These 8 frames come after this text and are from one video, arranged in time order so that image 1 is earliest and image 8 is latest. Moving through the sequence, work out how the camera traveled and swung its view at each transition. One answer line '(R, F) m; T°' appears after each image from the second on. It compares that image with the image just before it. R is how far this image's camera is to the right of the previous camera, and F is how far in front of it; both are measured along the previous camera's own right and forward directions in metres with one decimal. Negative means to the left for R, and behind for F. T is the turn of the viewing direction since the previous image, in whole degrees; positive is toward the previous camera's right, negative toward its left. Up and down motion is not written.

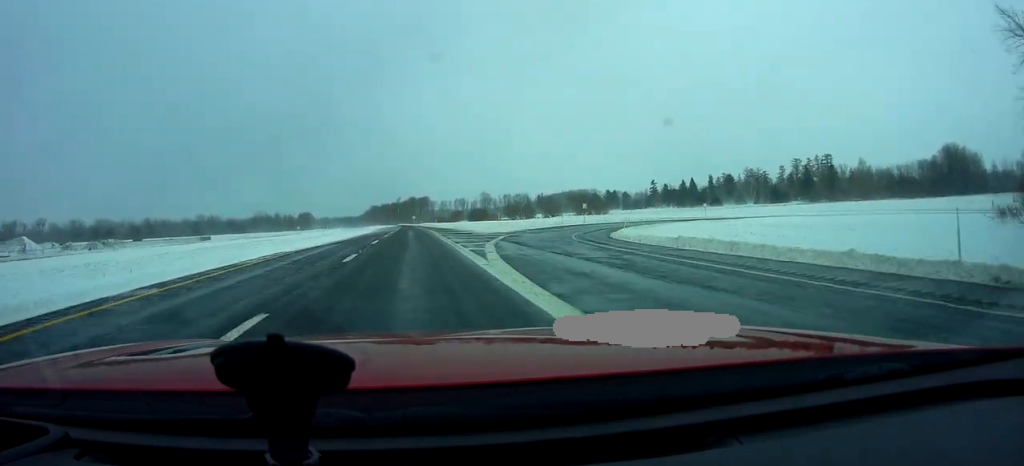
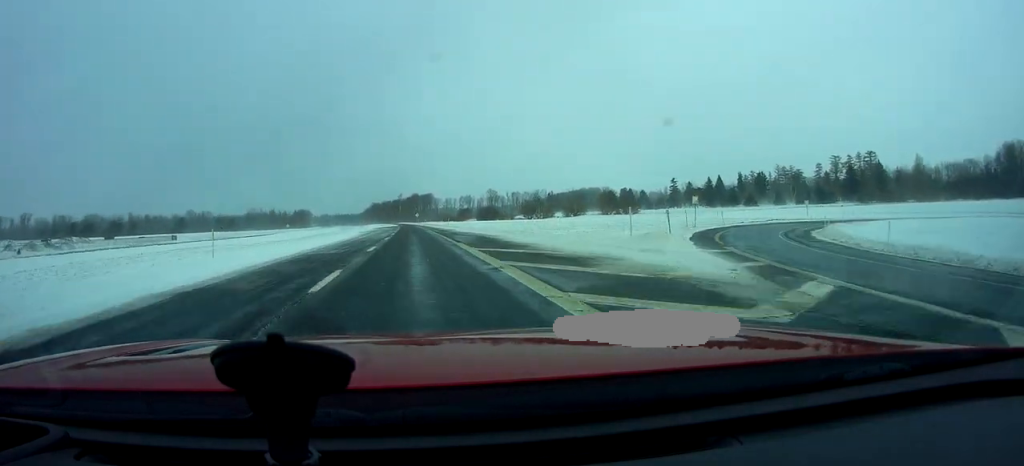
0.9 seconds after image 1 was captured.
(0.0, +30.9) m; 0°
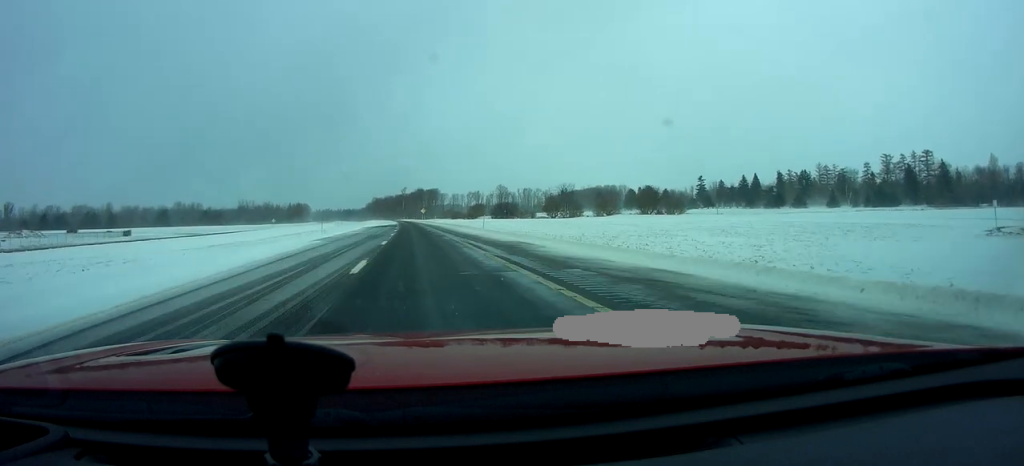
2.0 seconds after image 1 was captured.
(0.0, +34.3) m; 0°
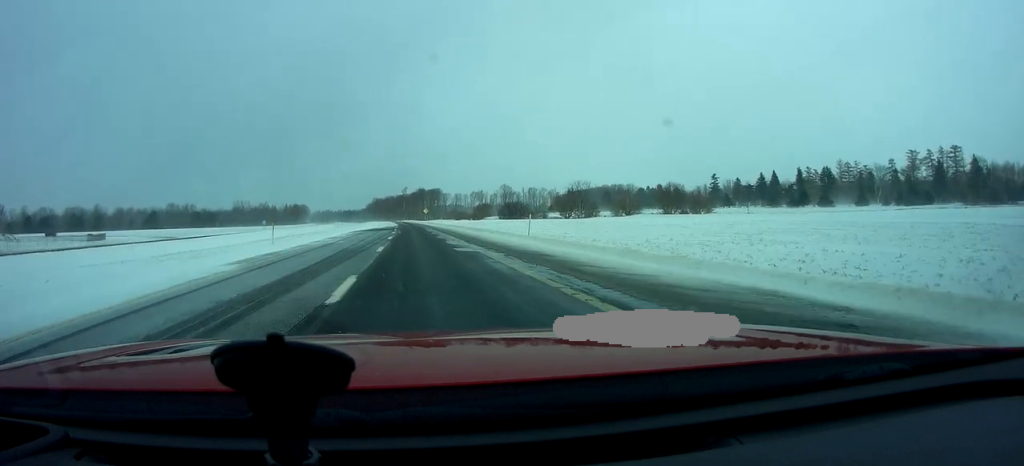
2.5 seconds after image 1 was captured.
(0.0, +16.7) m; 0°
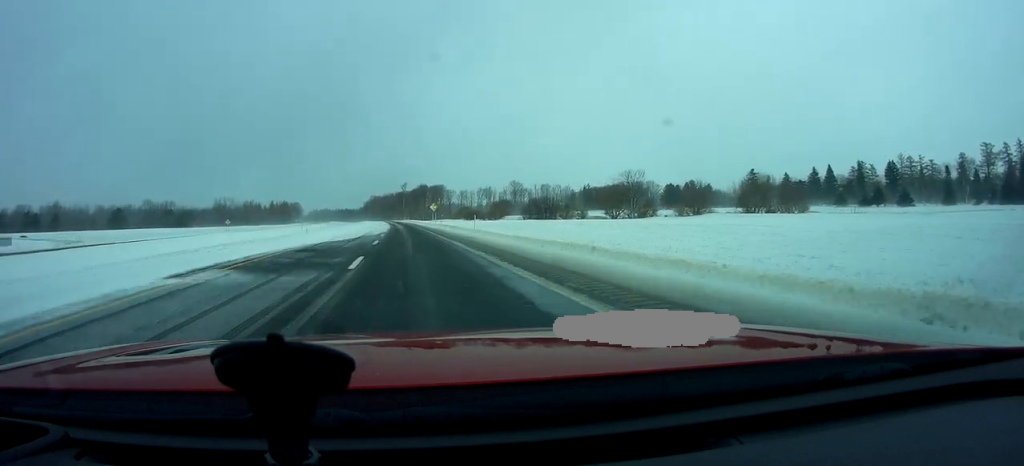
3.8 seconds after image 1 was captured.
(-0.5, +44.3) m; -1°
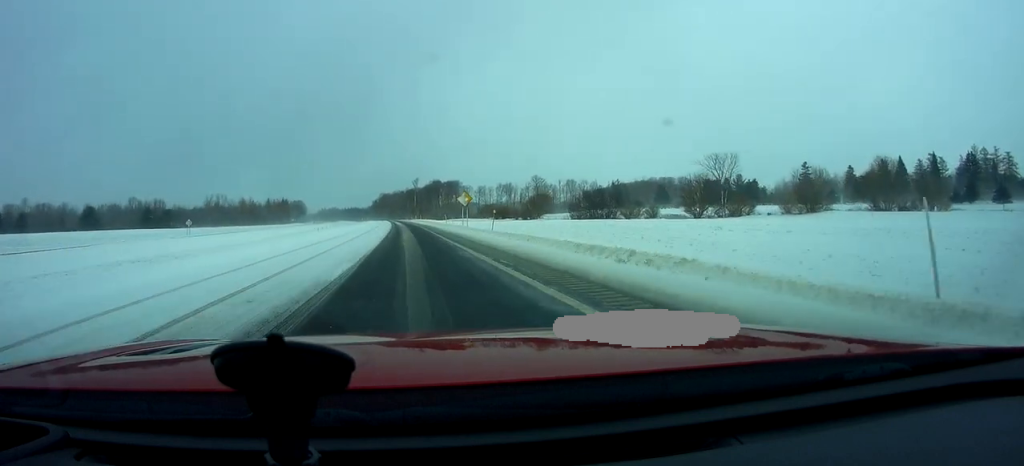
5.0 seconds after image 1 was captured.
(+0.1, +39.4) m; 0°
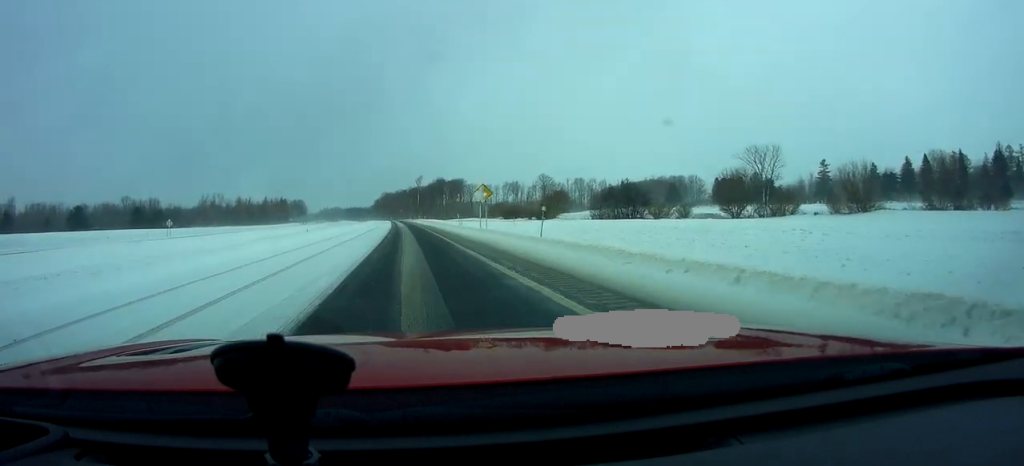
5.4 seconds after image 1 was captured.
(+0.1, +13.0) m; 0°
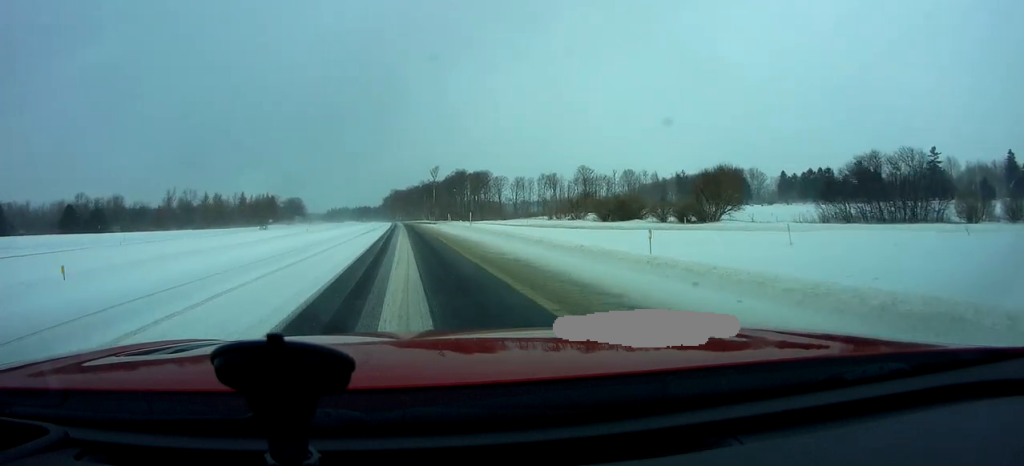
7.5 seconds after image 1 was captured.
(-2.4, +67.5) m; -3°
